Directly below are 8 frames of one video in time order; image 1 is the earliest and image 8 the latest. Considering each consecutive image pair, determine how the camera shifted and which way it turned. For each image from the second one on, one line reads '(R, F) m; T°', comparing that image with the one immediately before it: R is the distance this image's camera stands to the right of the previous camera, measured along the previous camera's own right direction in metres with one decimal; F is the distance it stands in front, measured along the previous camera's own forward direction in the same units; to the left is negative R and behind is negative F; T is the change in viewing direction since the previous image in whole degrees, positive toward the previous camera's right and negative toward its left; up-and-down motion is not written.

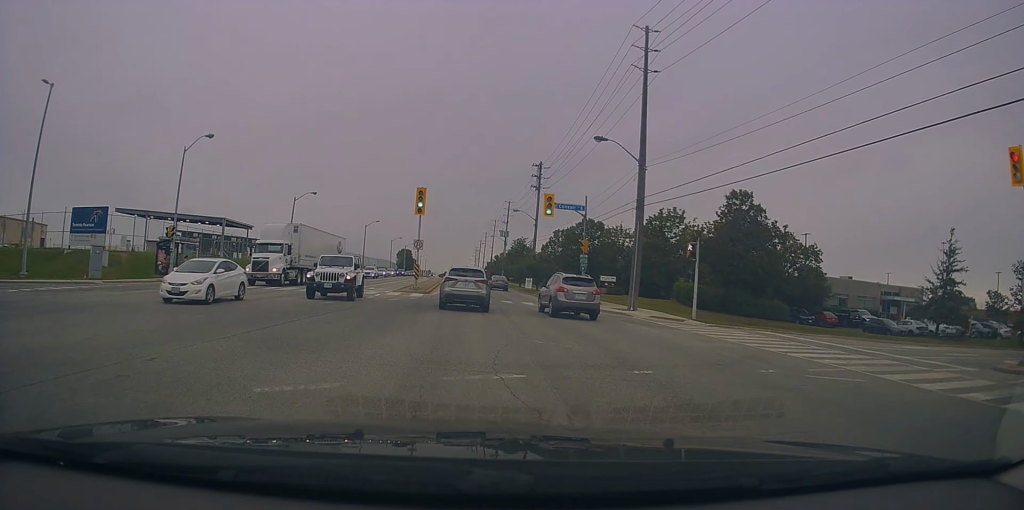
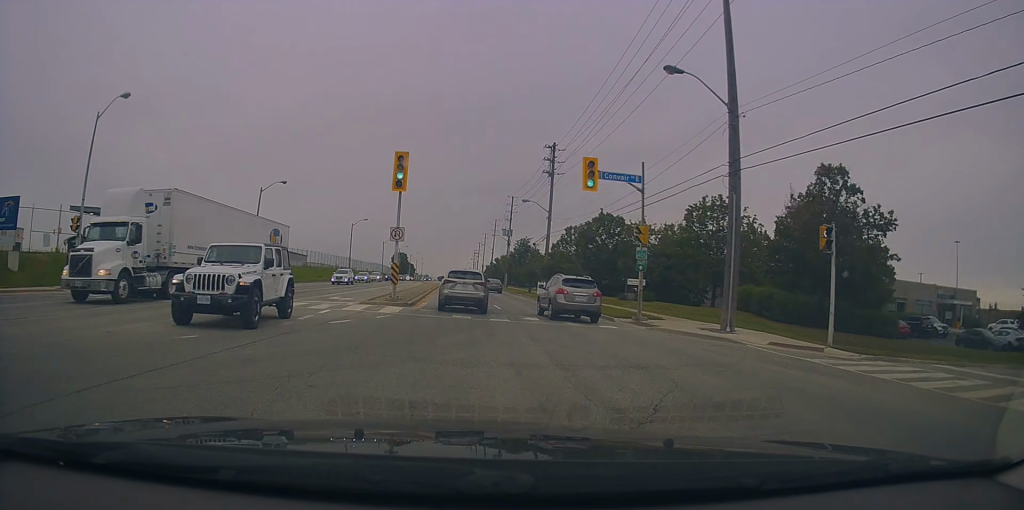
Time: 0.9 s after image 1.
(+0.1, +10.9) m; 0°
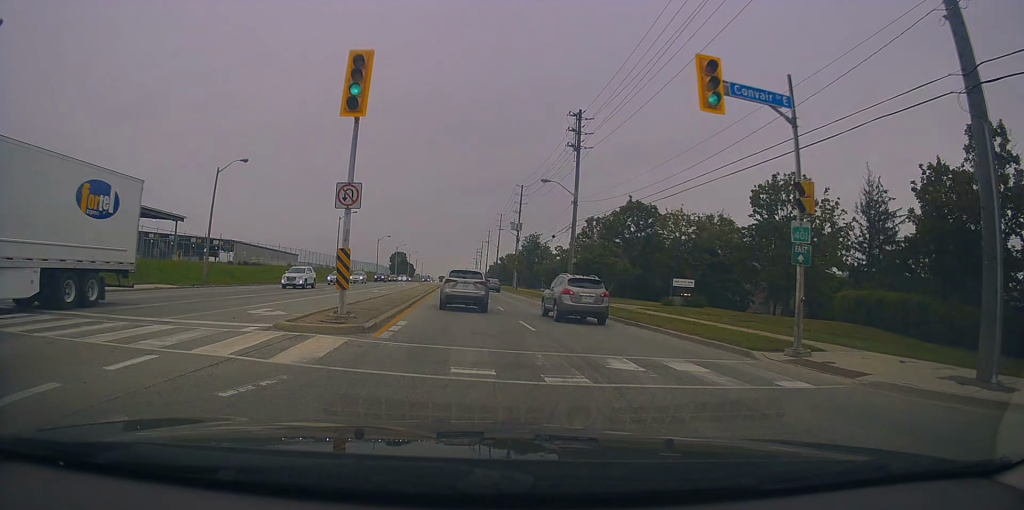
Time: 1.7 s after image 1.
(-0.1, +11.0) m; 0°
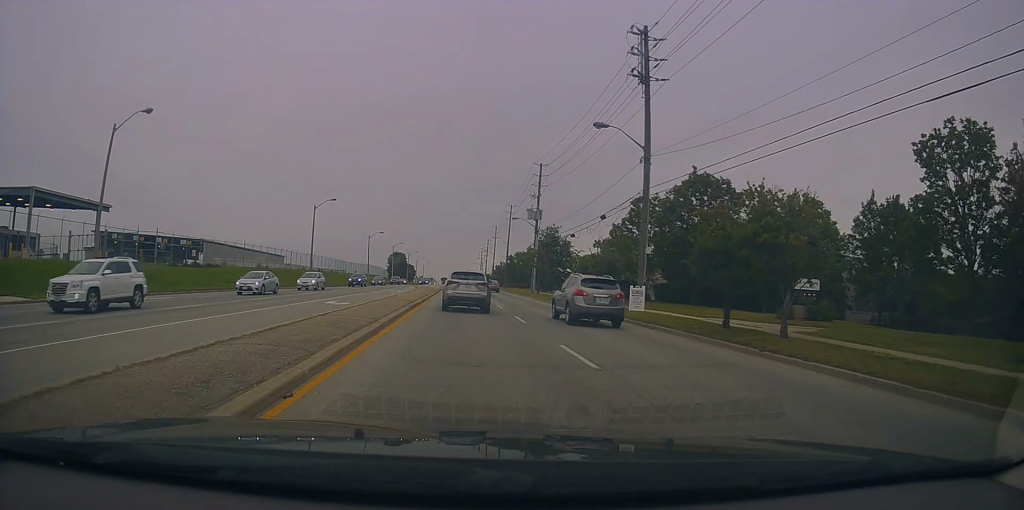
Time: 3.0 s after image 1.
(+0.1, +15.7) m; -1°
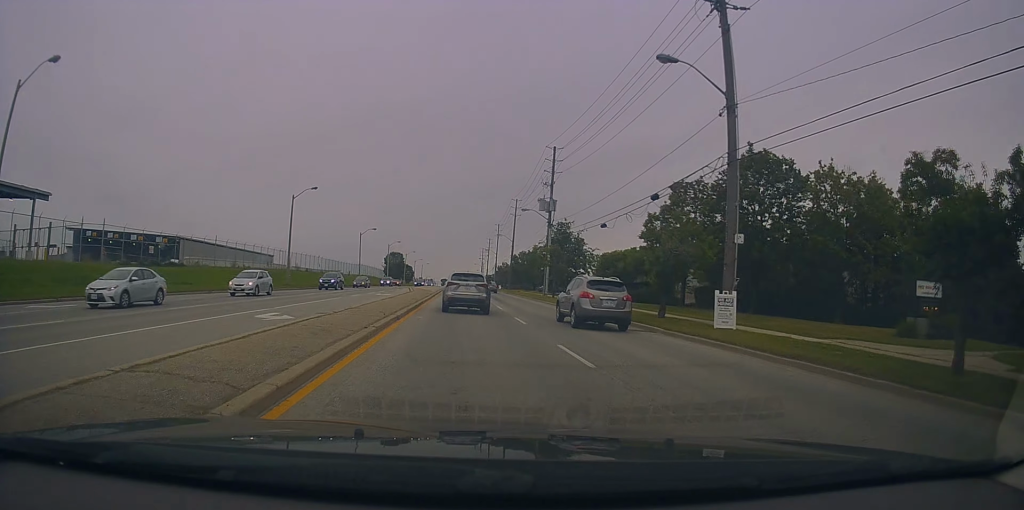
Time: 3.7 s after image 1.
(-0.1, +8.9) m; -1°
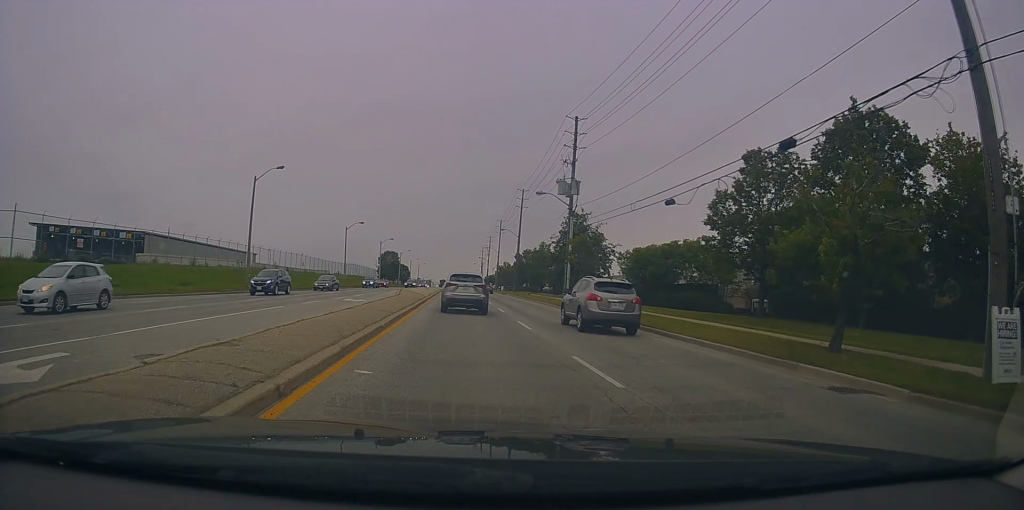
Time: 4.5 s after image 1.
(-0.1, +10.7) m; 0°
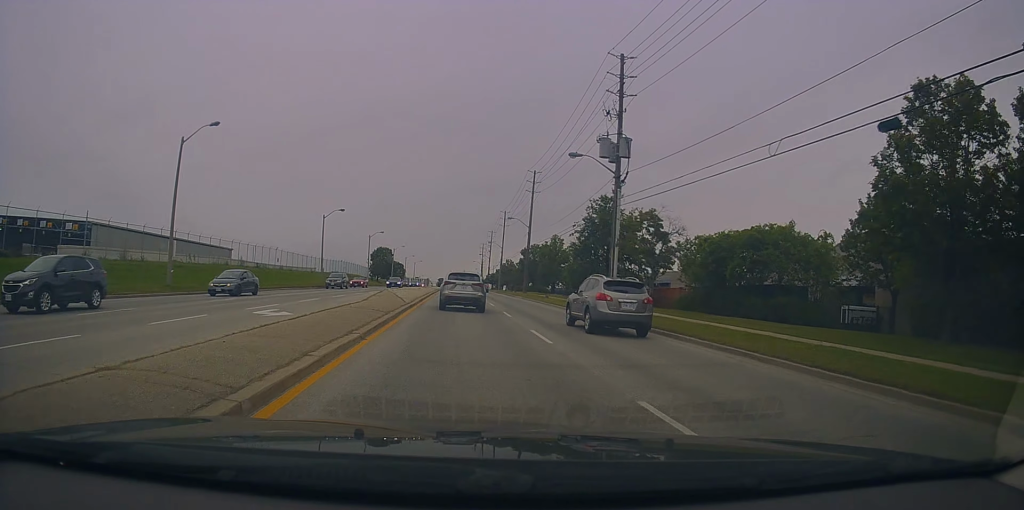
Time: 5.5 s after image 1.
(+0.1, +12.9) m; +1°
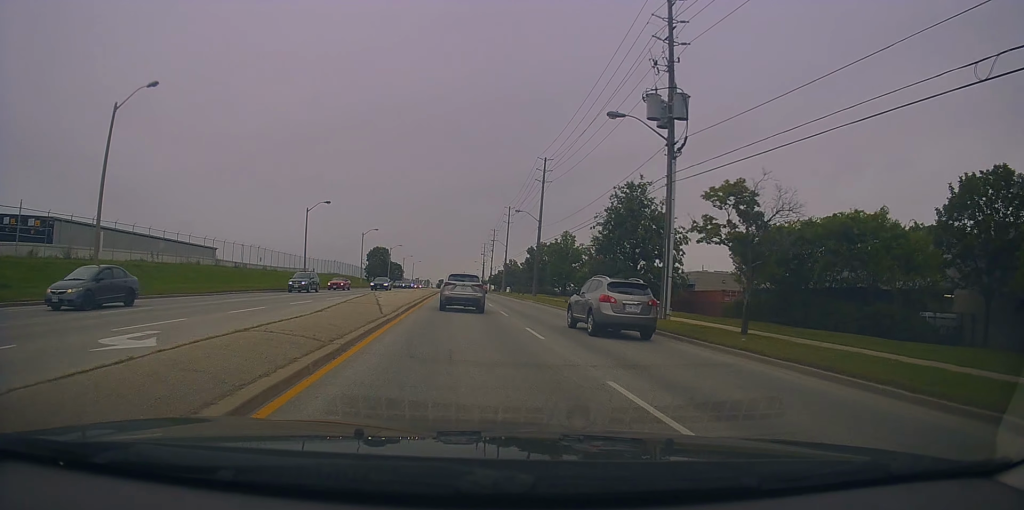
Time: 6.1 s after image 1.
(0.0, +8.0) m; -1°
